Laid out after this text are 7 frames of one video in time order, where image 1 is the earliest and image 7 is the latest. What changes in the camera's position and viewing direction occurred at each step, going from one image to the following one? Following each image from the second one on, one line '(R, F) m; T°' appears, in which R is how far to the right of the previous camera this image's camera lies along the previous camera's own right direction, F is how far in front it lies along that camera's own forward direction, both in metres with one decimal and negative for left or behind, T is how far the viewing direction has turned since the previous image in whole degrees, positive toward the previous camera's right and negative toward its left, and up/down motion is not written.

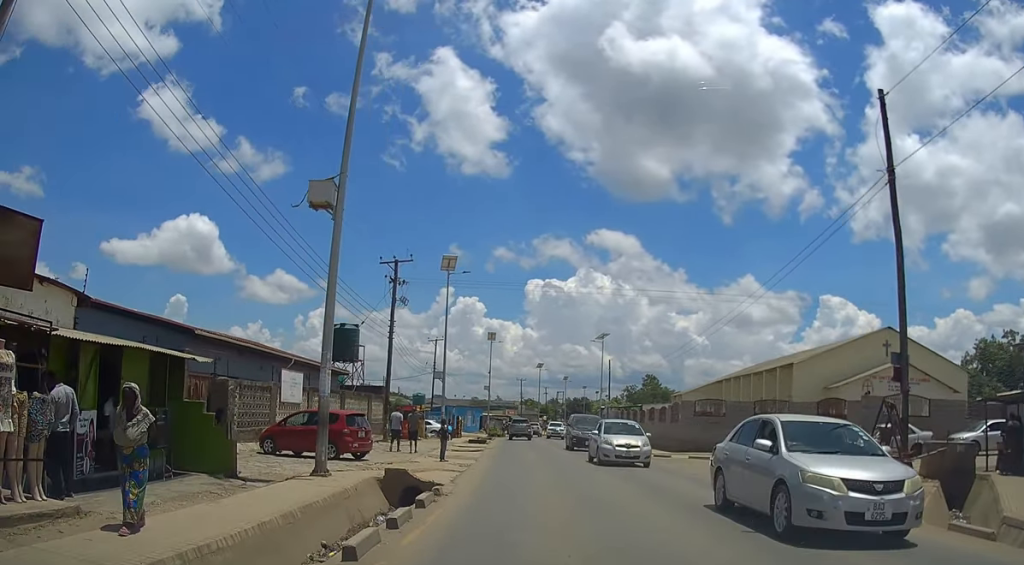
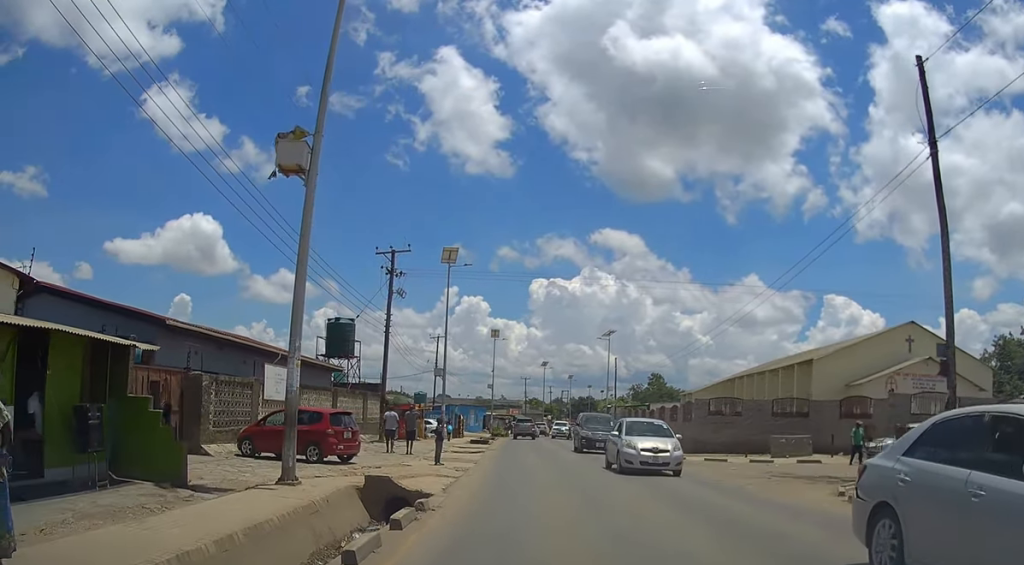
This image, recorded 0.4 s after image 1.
(0.0, +2.2) m; -1°
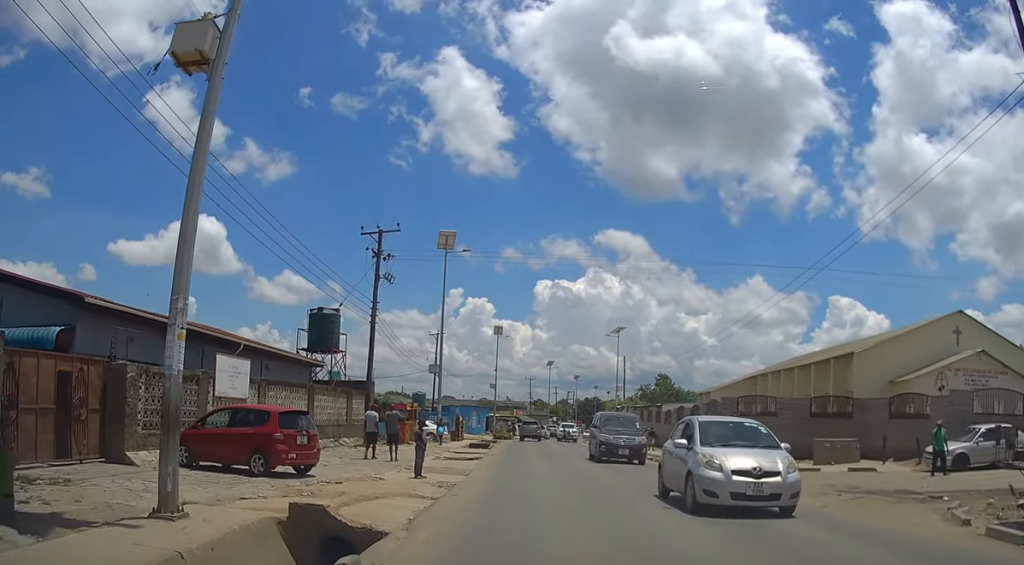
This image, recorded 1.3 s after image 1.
(0.0, +4.4) m; 0°
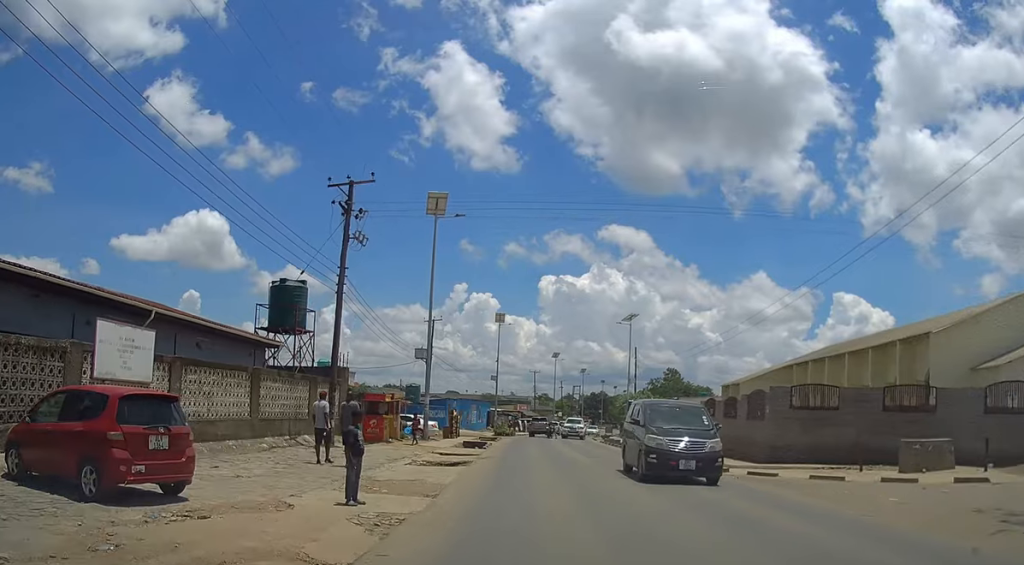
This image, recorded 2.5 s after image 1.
(0.0, +6.2) m; 0°
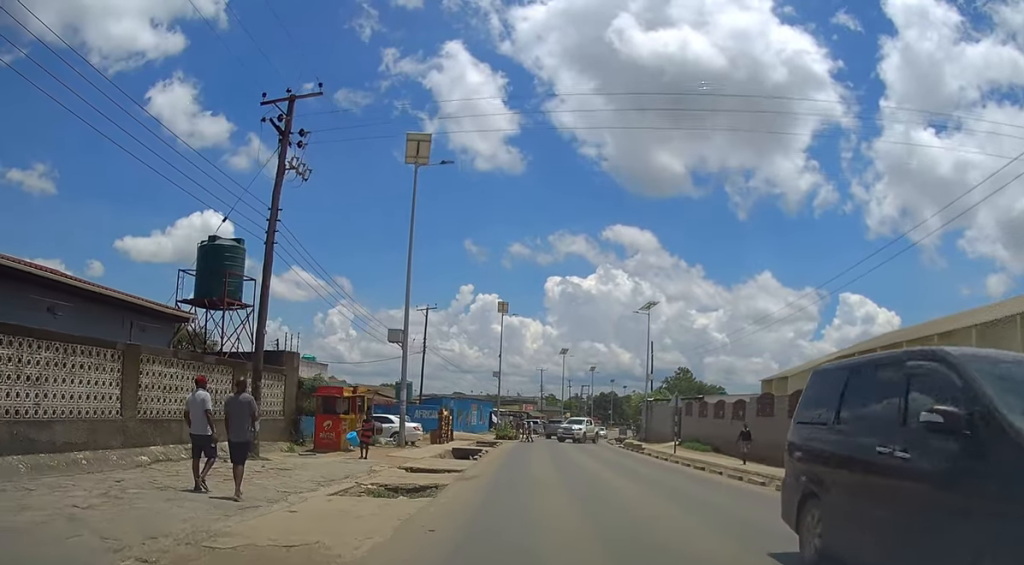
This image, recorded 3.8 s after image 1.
(0.0, +7.8) m; 0°
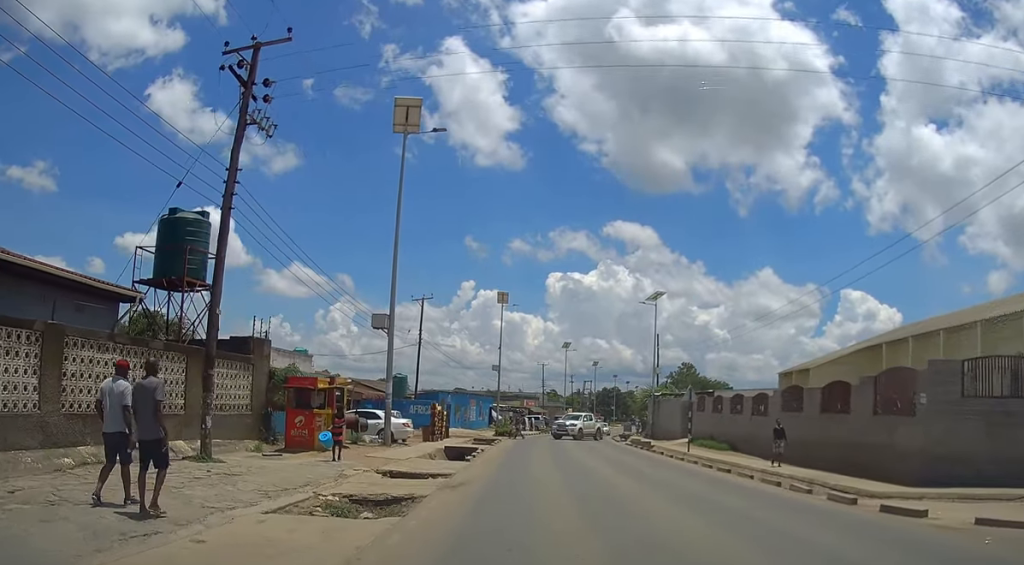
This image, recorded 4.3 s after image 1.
(0.0, +2.9) m; 0°
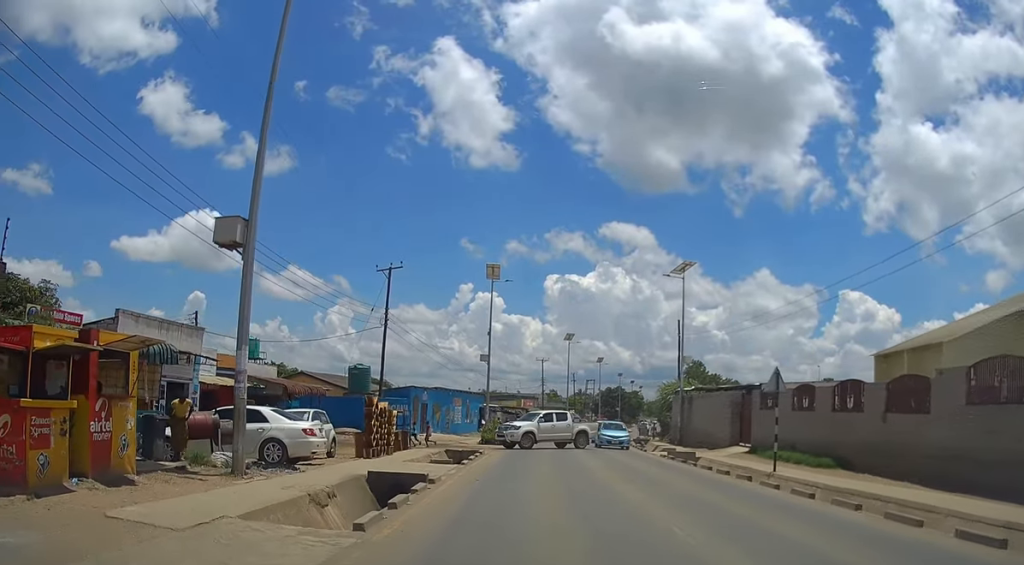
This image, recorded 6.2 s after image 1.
(0.0, +12.3) m; 0°
